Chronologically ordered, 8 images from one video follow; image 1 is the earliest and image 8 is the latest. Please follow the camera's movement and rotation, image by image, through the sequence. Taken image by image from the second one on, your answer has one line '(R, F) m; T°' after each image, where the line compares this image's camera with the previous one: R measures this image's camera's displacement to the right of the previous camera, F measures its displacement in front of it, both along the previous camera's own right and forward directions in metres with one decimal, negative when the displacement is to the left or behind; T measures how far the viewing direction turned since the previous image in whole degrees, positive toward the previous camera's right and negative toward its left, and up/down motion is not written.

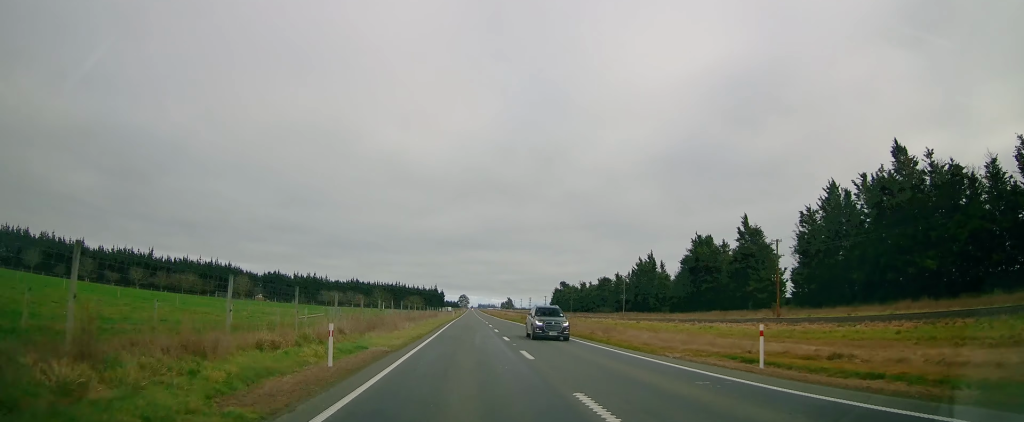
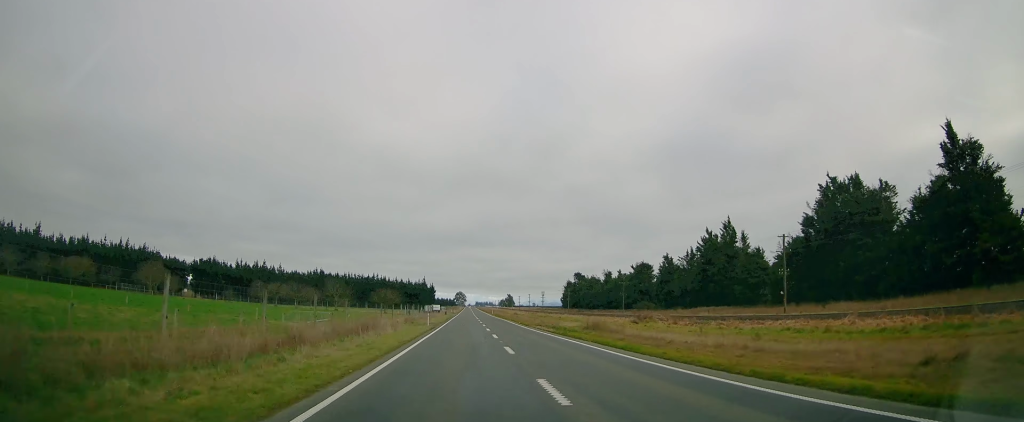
(-0.3, +57.2) m; 0°
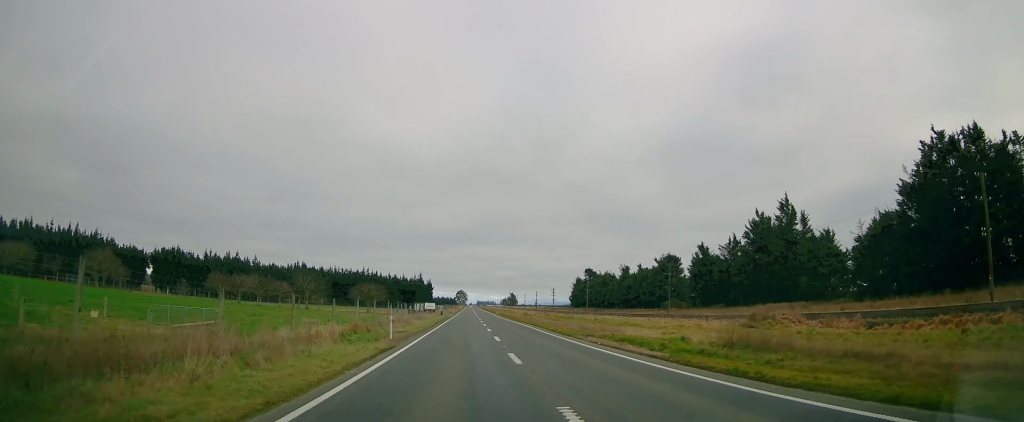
(+0.1, +23.5) m; 0°
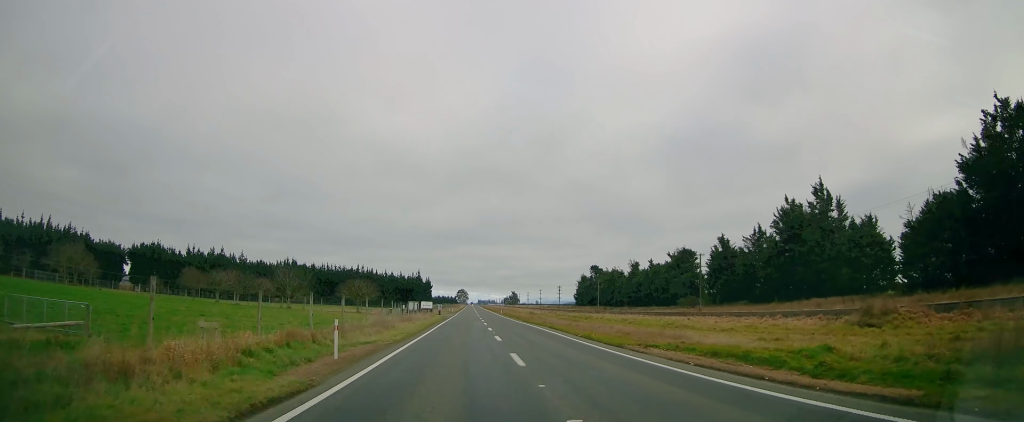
(-0.1, +10.8) m; 0°
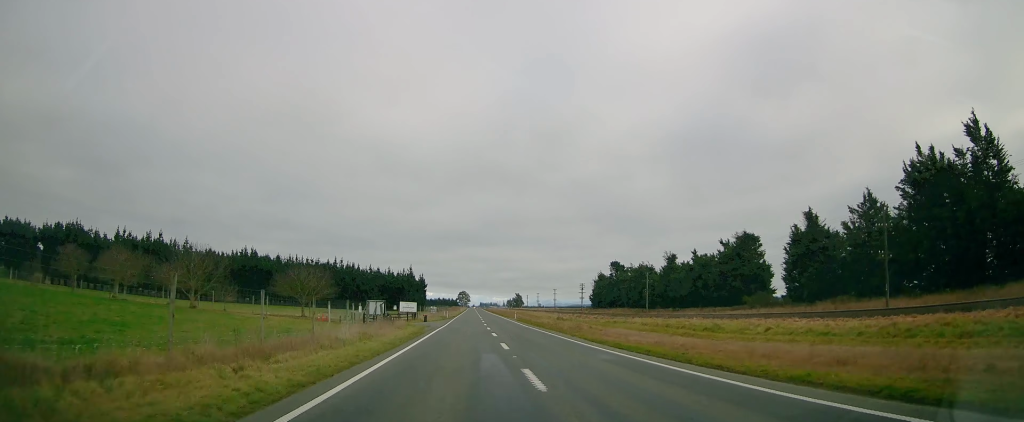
(-0.1, +33.5) m; 0°
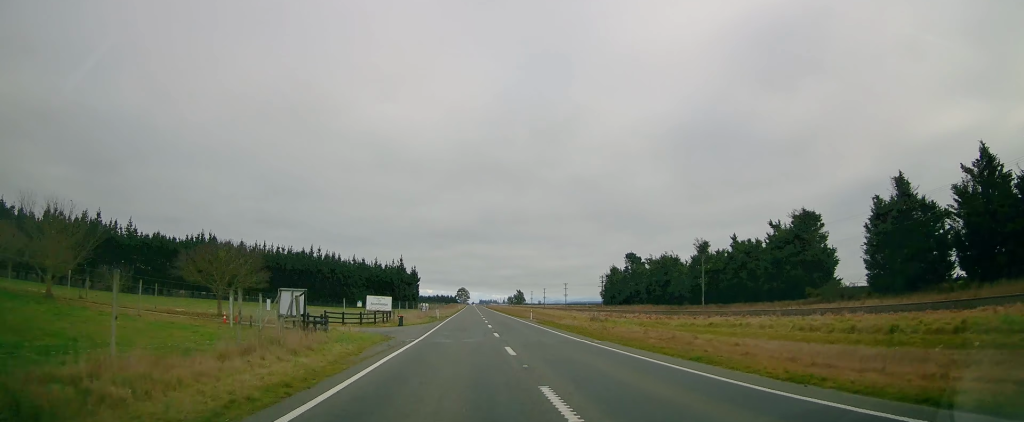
(+0.1, +22.8) m; 0°
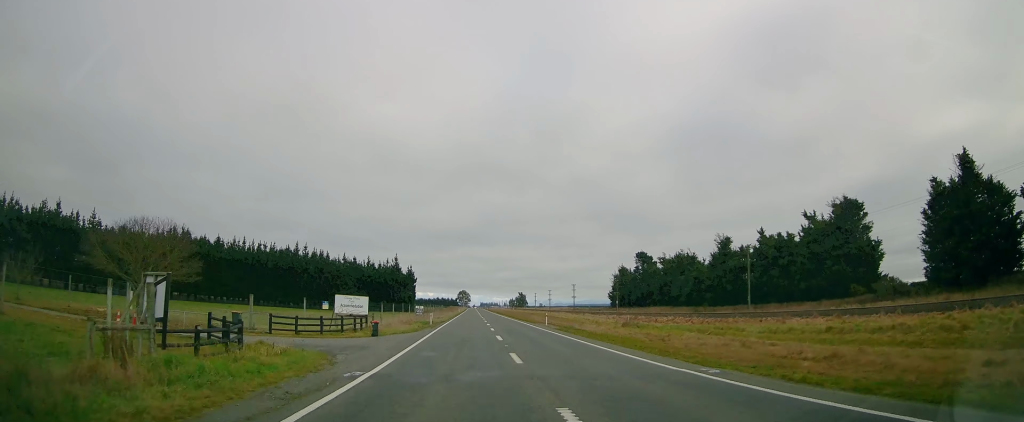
(0.0, +11.9) m; 0°
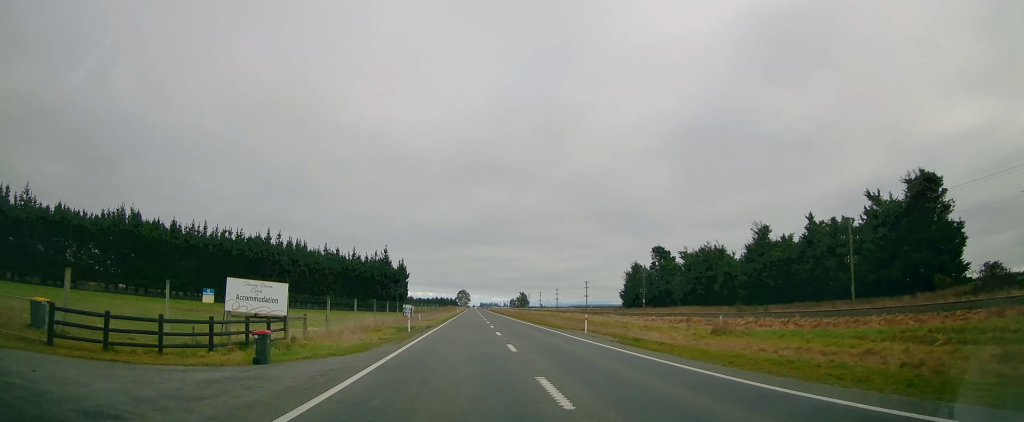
(-0.2, +17.3) m; 0°
